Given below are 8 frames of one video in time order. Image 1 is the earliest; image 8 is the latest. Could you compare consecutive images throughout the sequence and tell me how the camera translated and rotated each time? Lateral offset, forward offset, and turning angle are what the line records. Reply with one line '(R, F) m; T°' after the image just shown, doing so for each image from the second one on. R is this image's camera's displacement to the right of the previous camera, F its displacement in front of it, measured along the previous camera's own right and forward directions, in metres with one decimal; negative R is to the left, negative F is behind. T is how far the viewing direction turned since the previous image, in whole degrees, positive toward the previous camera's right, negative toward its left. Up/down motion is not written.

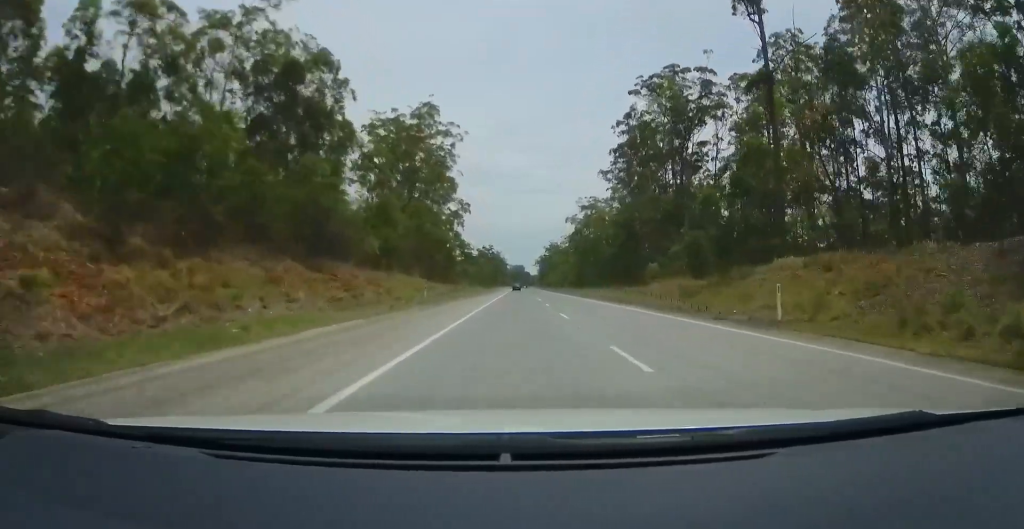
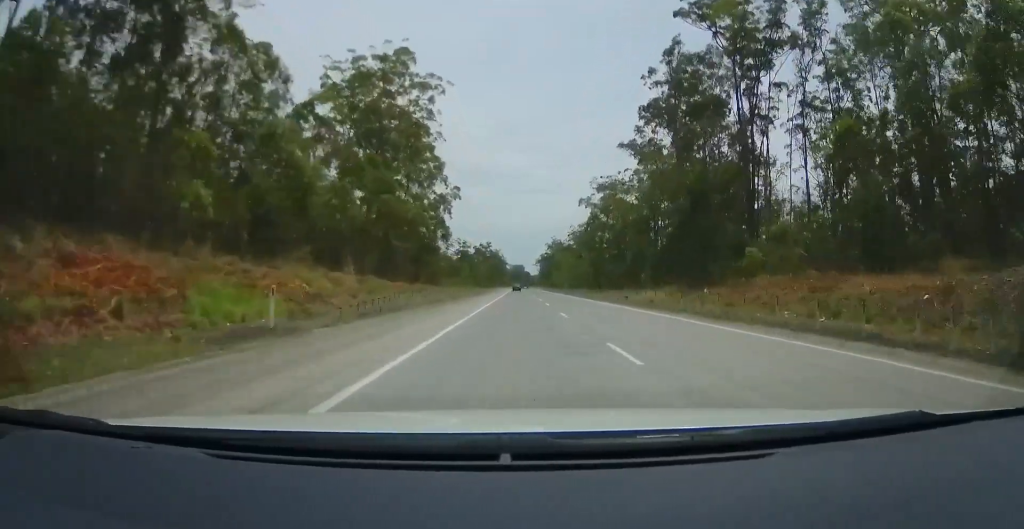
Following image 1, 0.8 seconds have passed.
(0.0, +22.9) m; 0°
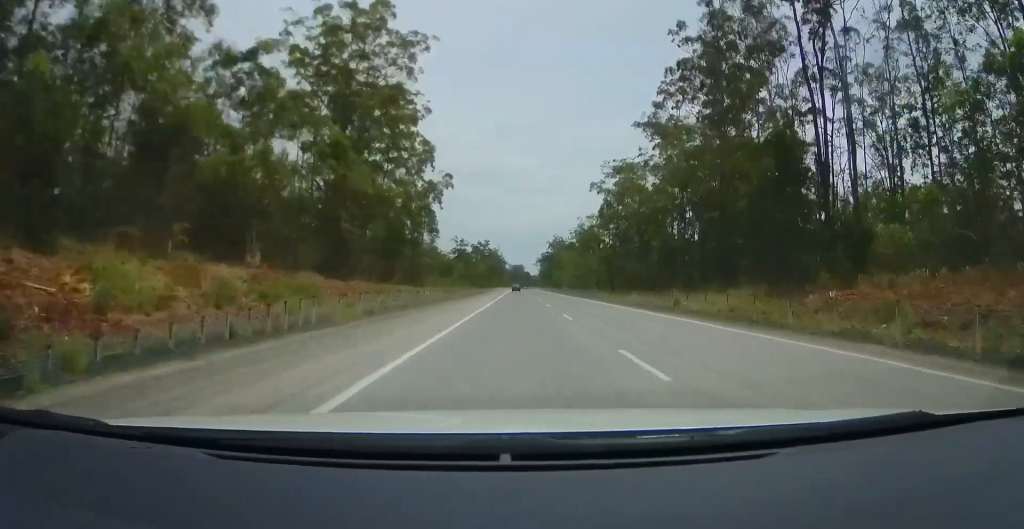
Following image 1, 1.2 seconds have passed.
(0.0, +13.3) m; 0°
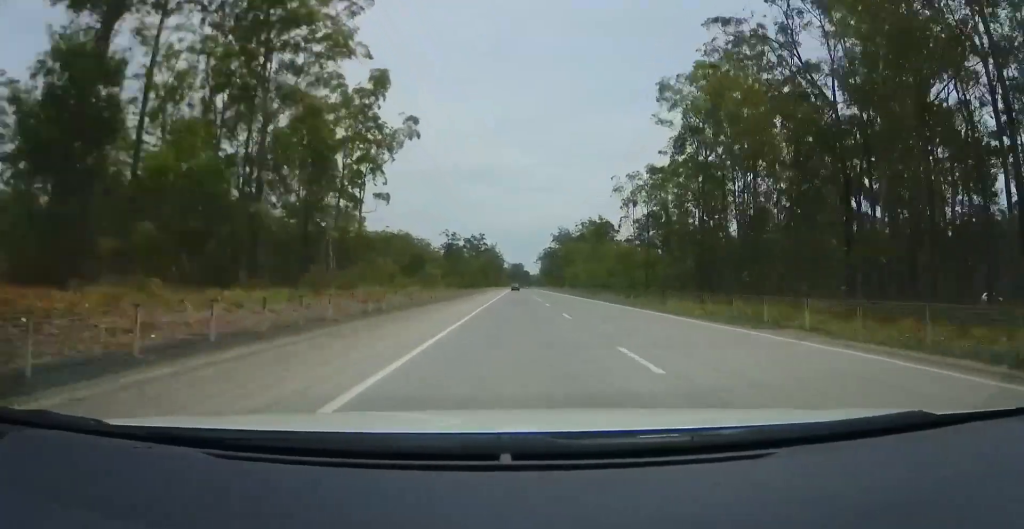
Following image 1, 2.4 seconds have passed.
(0.0, +34.8) m; +1°
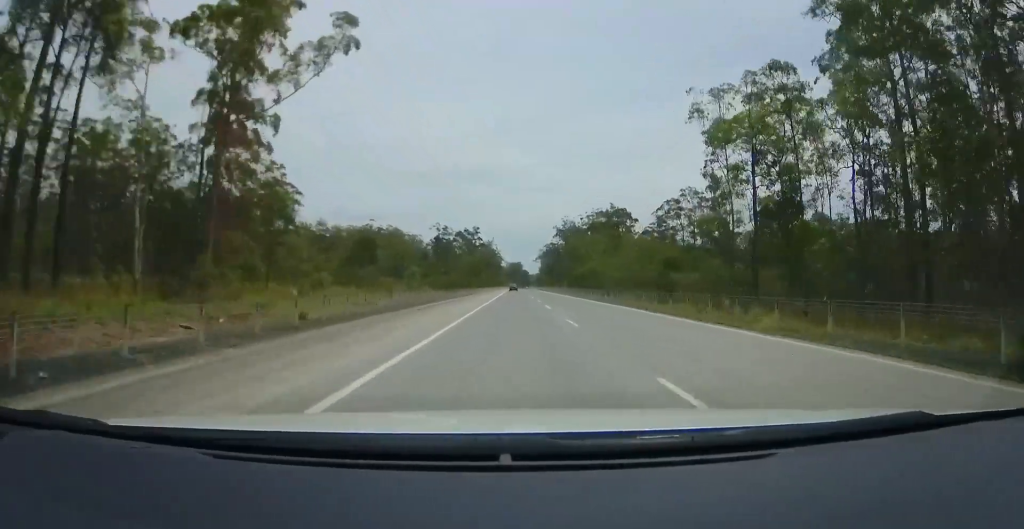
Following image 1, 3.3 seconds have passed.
(+0.3, +27.4) m; 0°
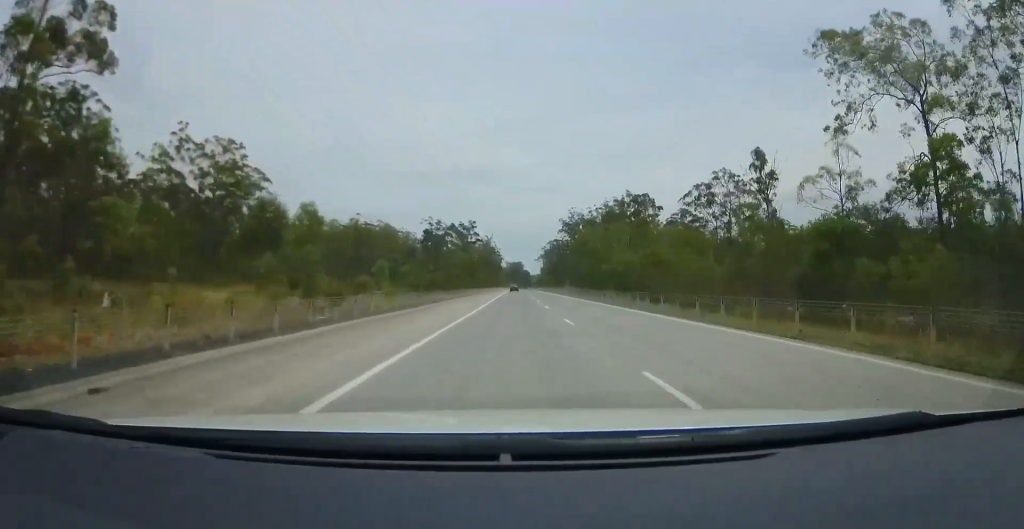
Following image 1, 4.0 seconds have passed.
(-0.2, +22.7) m; 0°
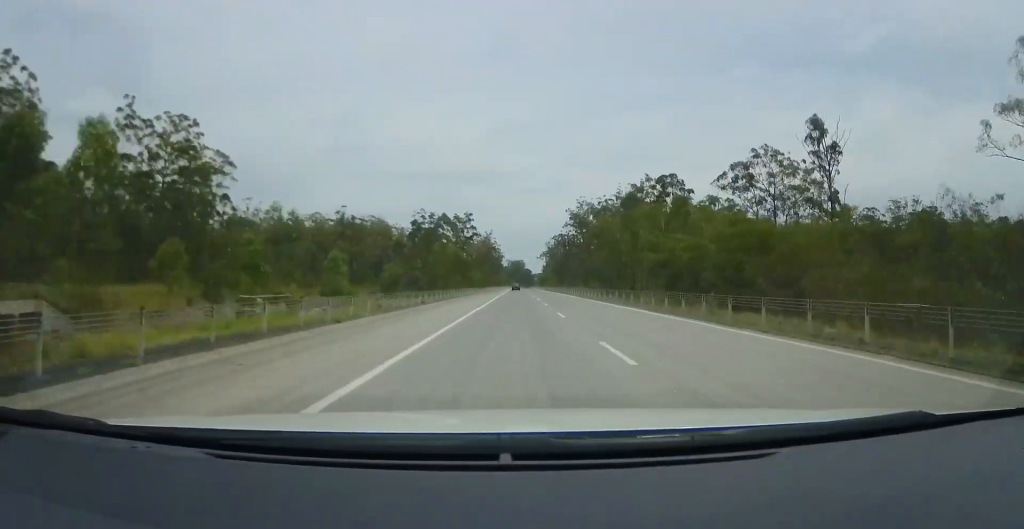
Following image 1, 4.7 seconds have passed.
(0.0, +20.4) m; 0°
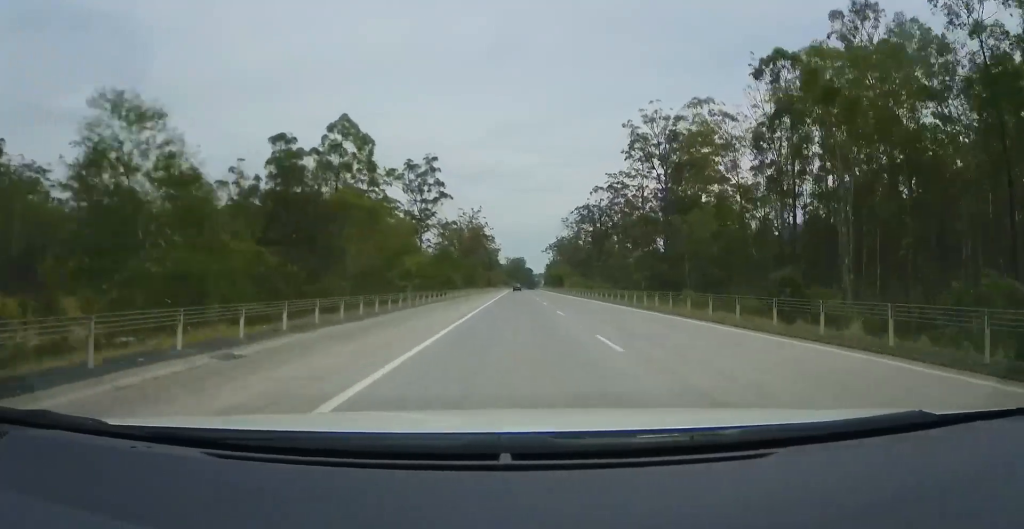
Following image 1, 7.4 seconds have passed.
(+1.2, +80.3) m; 0°
